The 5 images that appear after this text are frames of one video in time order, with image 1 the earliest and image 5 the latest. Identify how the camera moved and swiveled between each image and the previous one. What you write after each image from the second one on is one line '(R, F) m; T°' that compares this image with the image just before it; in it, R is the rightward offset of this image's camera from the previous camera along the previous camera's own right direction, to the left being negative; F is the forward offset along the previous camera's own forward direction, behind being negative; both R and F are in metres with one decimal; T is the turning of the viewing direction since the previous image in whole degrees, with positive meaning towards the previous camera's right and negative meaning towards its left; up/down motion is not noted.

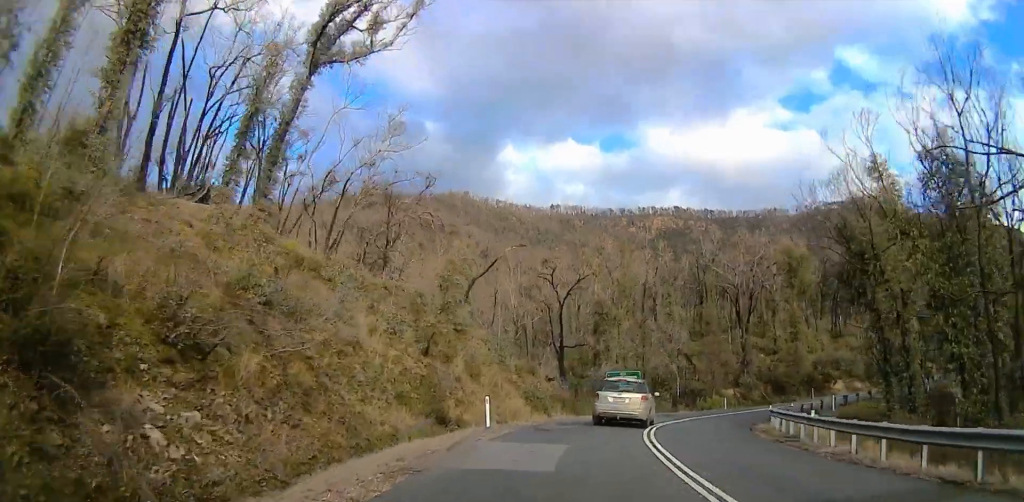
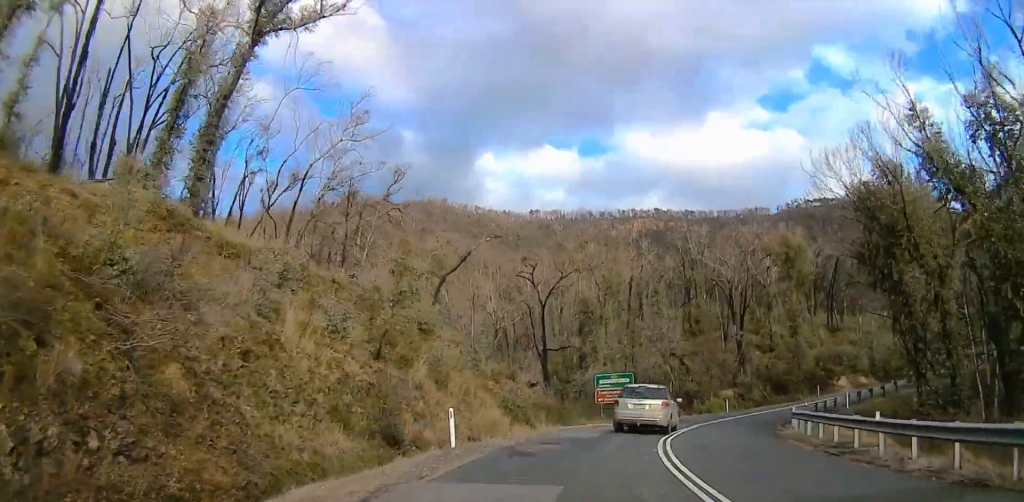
(-0.2, +5.1) m; +3°
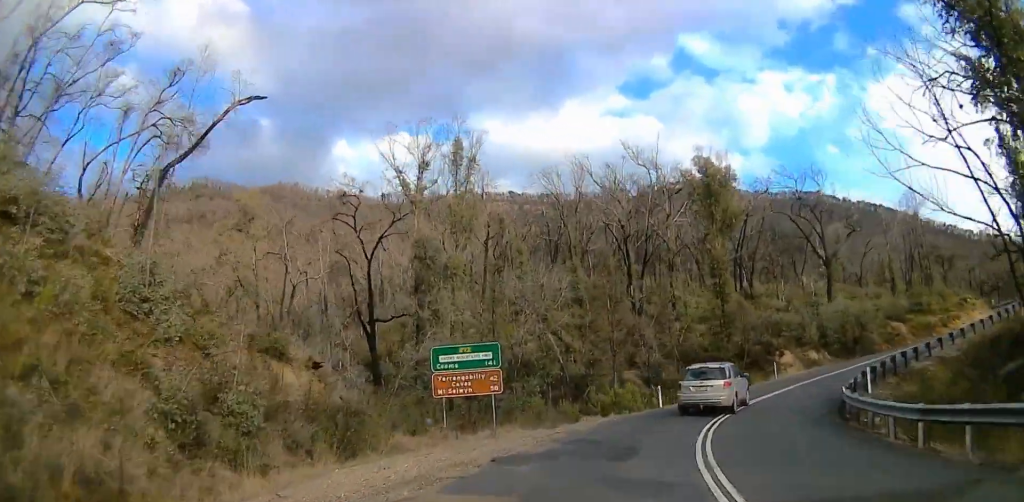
(+2.8, +20.1) m; +15°
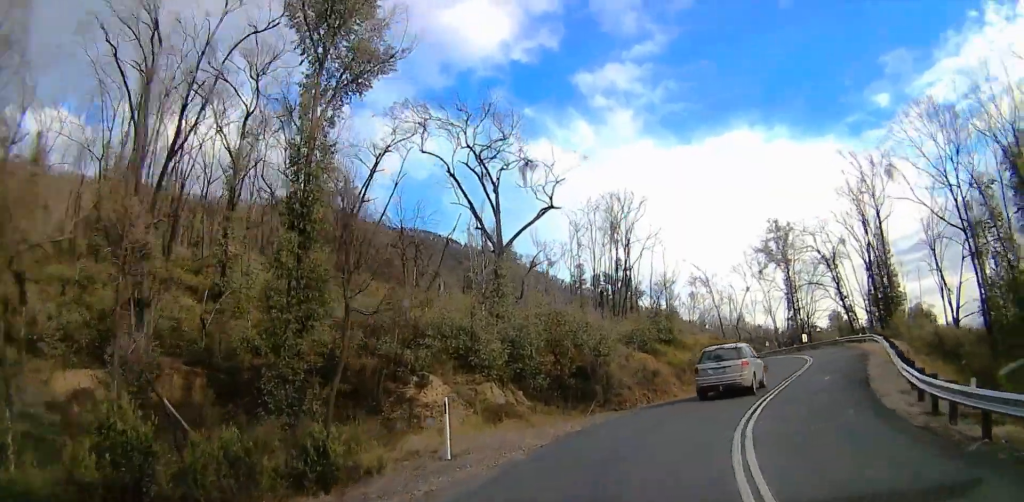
(+6.8, +29.3) m; +33°
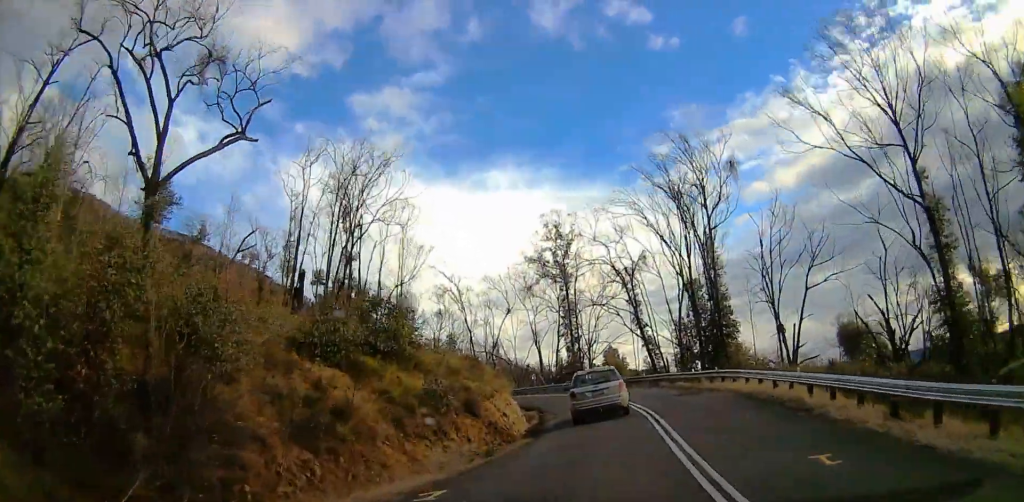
(+2.2, +14.5) m; +6°
